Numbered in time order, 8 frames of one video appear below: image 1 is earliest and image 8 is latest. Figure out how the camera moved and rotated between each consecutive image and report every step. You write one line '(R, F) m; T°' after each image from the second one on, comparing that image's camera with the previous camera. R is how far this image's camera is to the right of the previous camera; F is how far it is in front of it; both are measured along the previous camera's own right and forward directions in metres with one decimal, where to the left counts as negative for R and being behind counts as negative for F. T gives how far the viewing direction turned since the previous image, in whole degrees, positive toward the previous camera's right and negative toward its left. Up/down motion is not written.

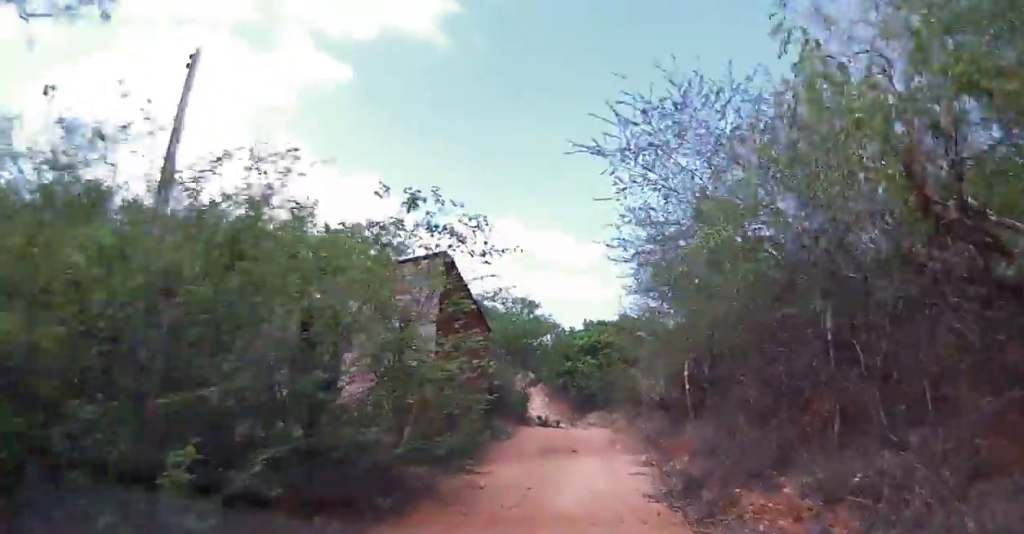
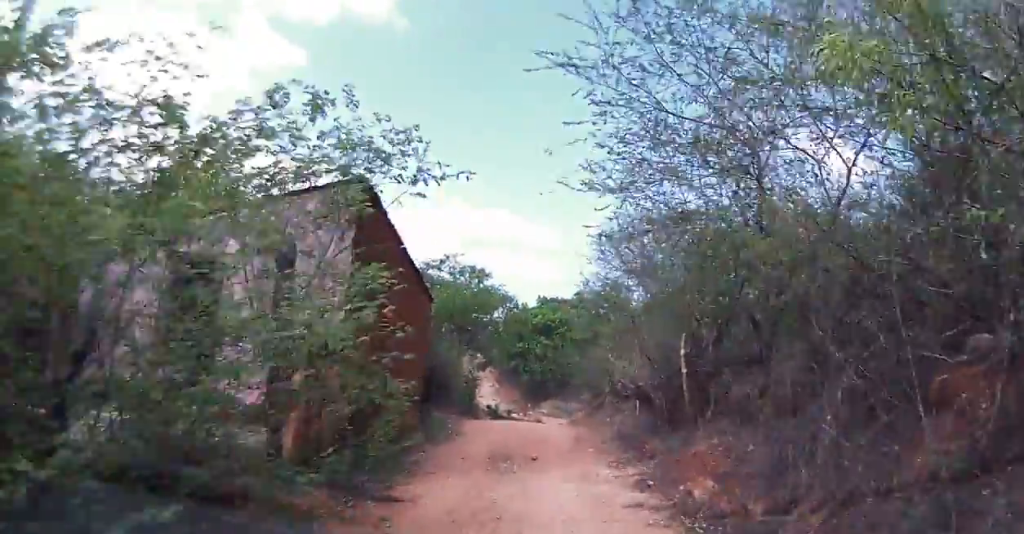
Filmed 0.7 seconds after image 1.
(+0.1, +3.5) m; +6°
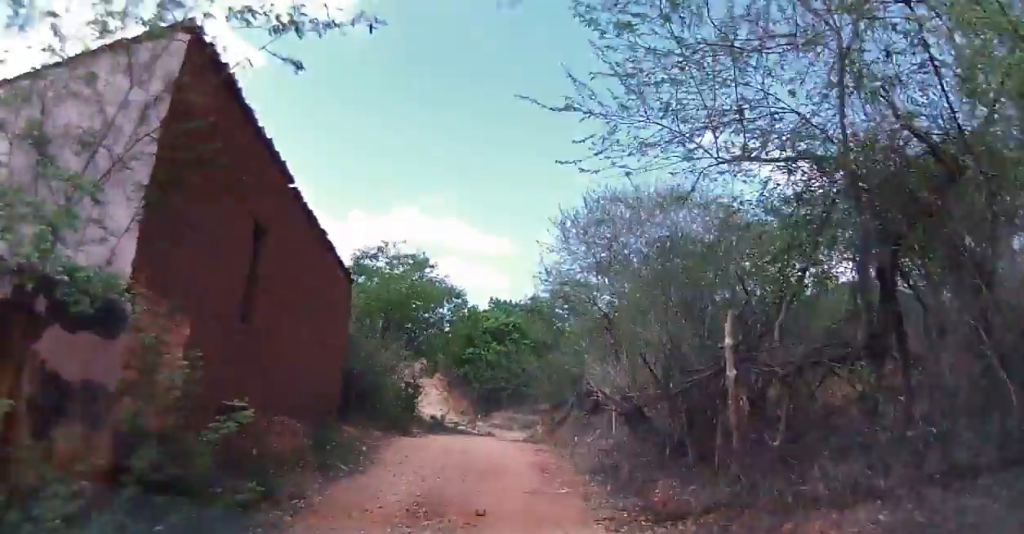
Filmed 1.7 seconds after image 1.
(+0.5, +4.4) m; +7°
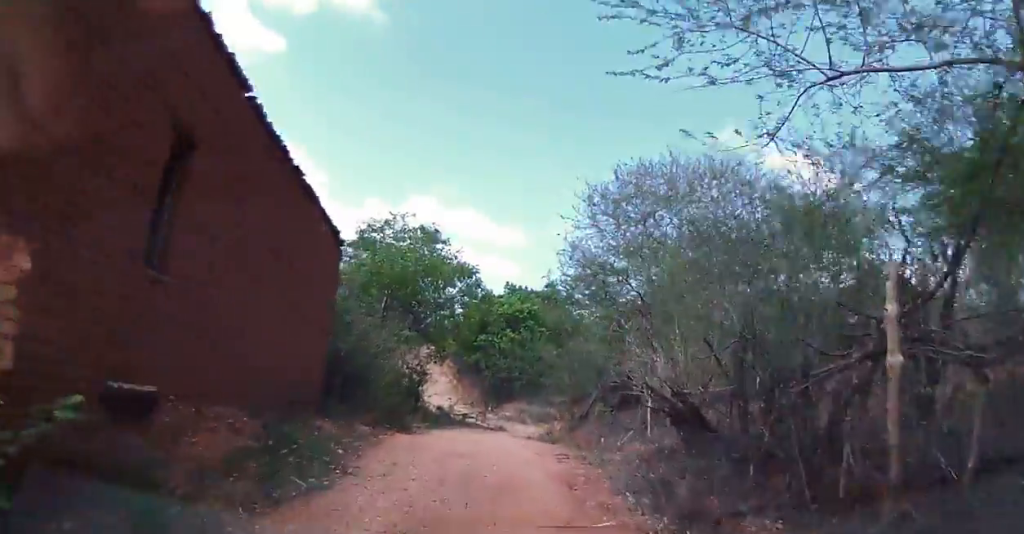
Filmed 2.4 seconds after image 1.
(+0.3, +2.6) m; -1°
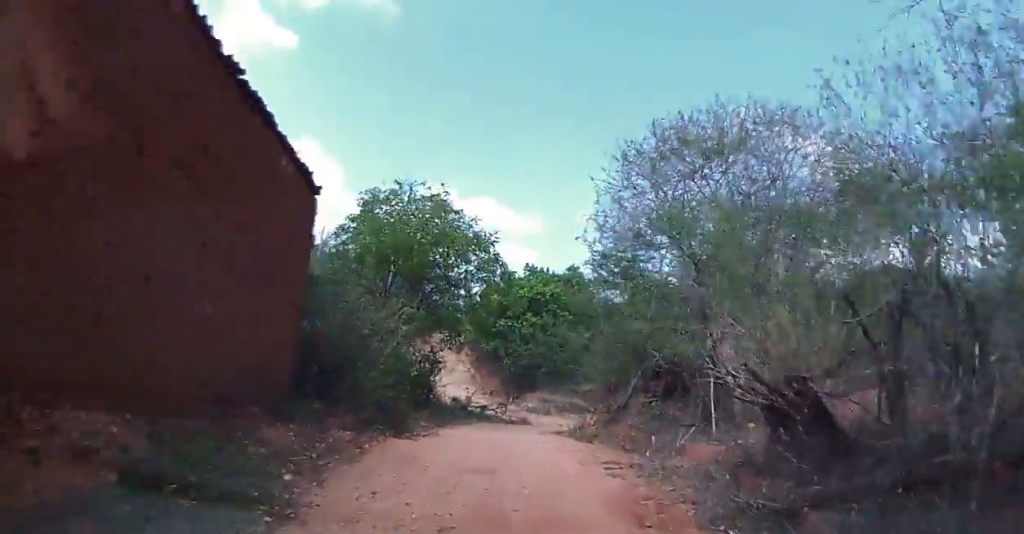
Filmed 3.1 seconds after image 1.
(-0.4, +2.8) m; -5°
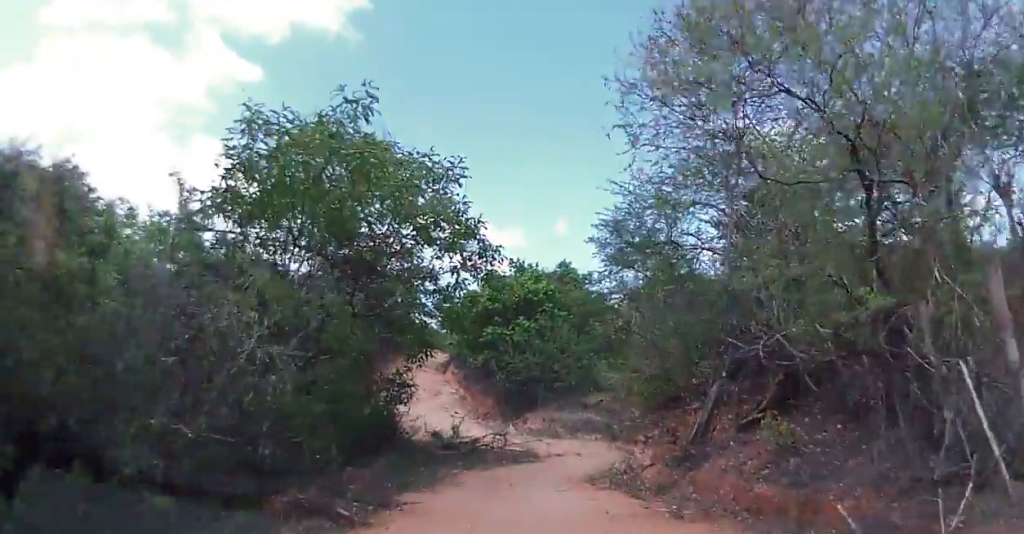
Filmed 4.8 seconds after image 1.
(+0.3, +6.7) m; +6°
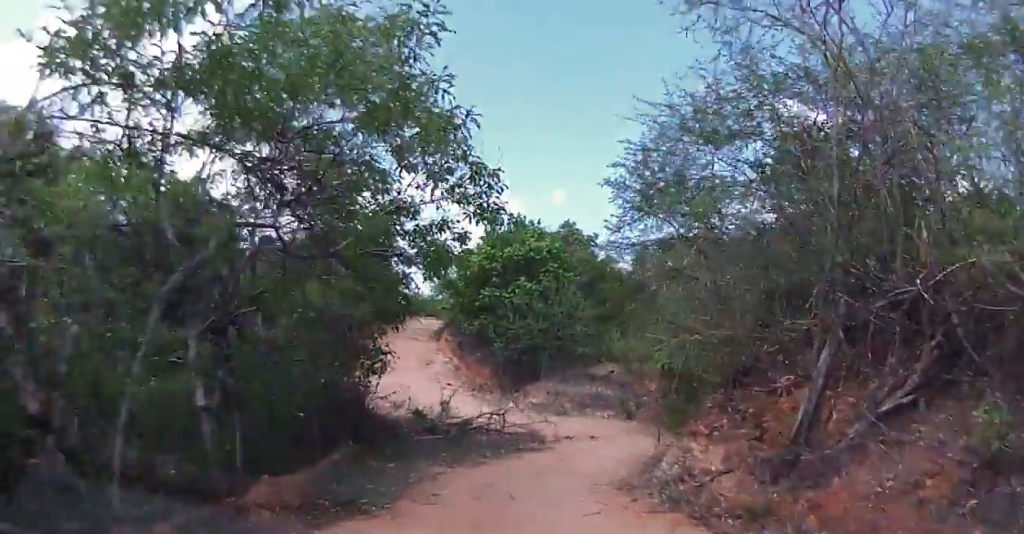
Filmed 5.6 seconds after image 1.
(+0.1, +3.6) m; +1°
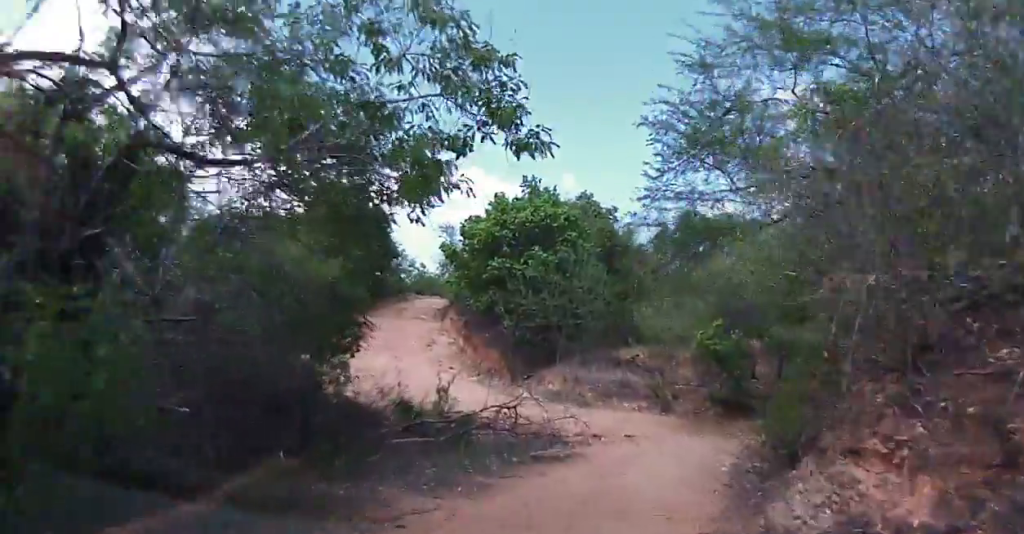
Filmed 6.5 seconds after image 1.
(-0.2, +3.7) m; +2°
